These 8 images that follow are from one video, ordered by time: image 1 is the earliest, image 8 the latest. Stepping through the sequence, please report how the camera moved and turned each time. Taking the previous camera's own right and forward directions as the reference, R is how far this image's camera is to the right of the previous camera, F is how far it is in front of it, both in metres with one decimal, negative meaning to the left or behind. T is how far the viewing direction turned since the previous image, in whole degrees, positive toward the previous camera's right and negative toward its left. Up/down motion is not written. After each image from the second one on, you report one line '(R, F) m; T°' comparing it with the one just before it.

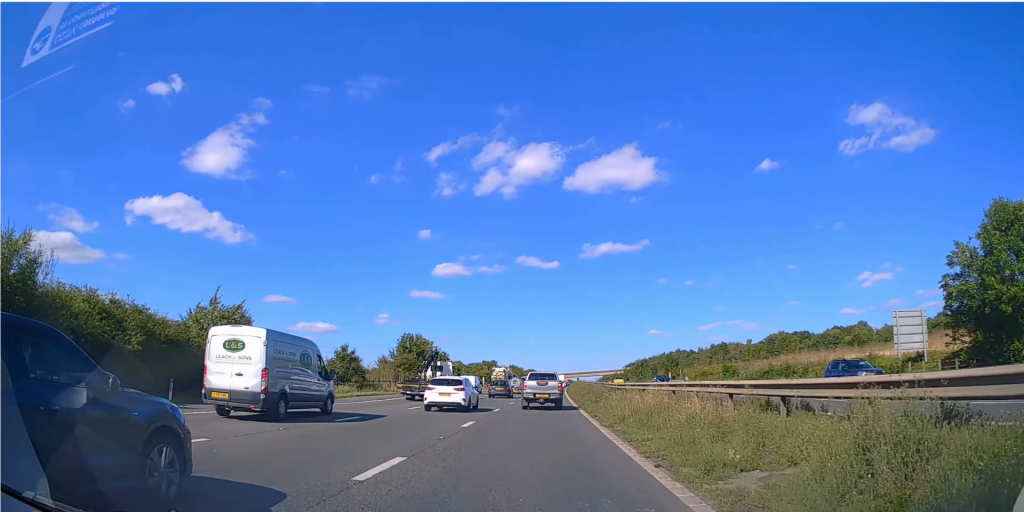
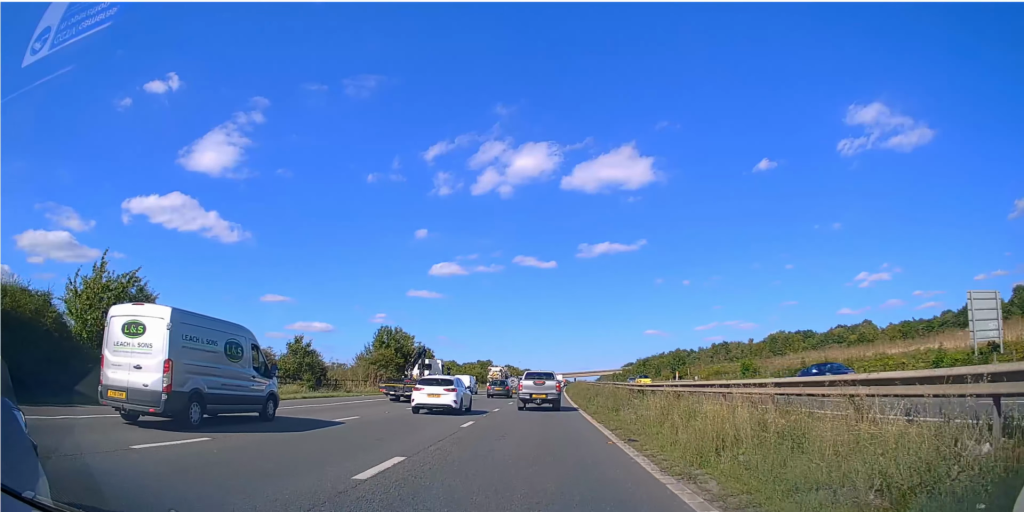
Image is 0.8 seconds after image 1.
(+0.1, +10.6) m; +1°
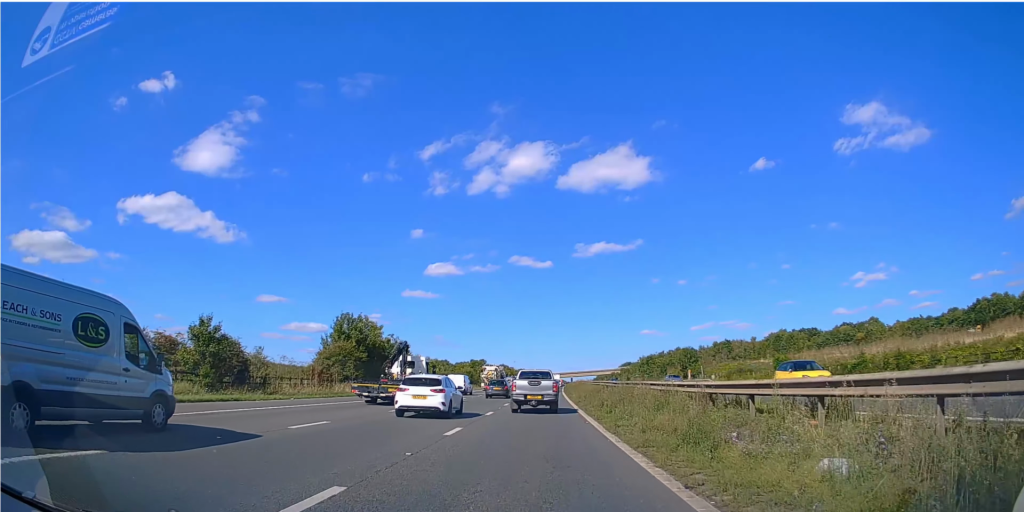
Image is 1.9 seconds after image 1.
(0.0, +13.8) m; 0°
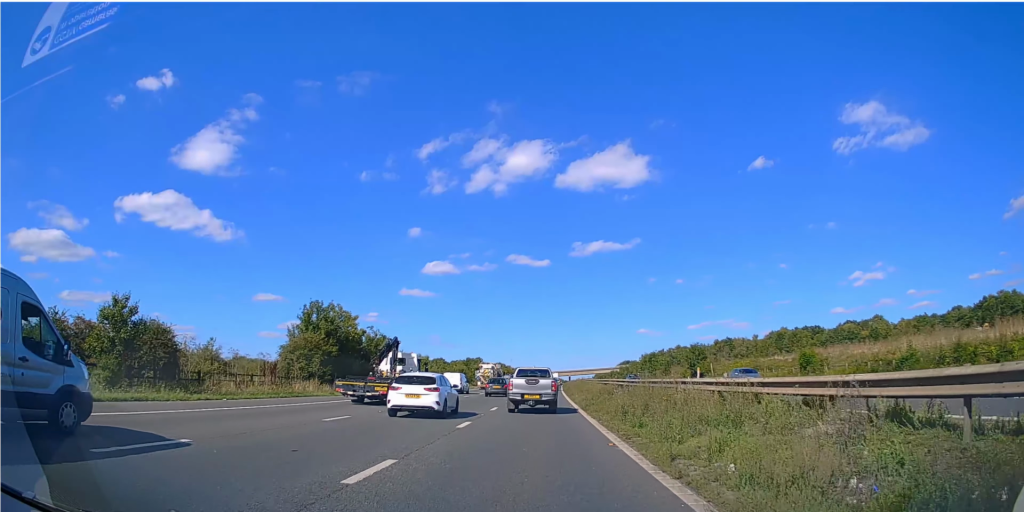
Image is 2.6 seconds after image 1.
(0.0, +8.1) m; 0°
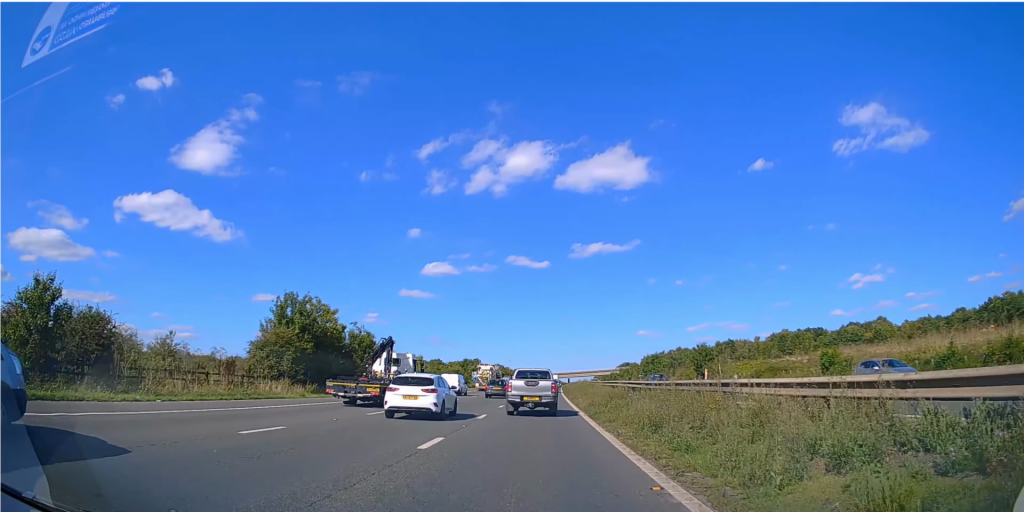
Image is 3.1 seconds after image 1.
(0.0, +5.6) m; 0°
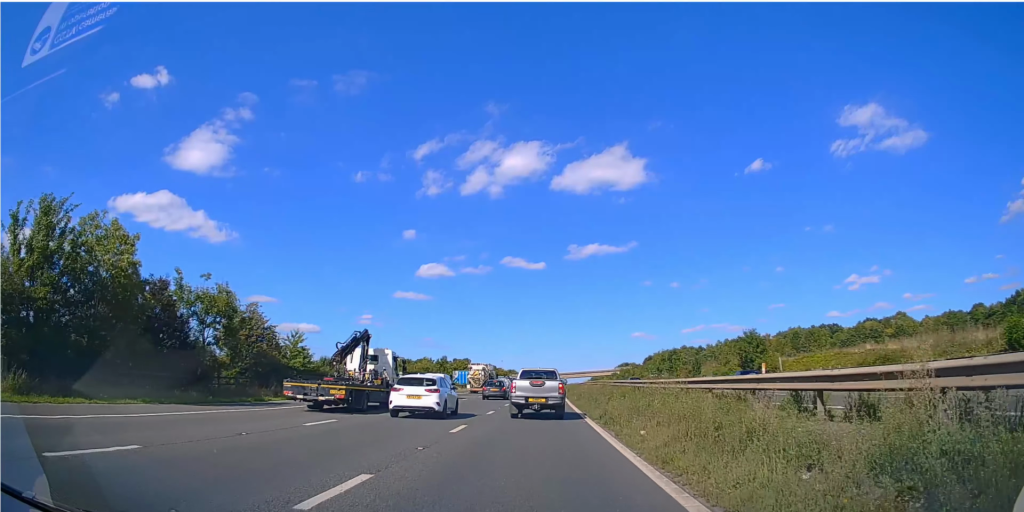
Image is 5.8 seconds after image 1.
(0.0, +25.2) m; 0°
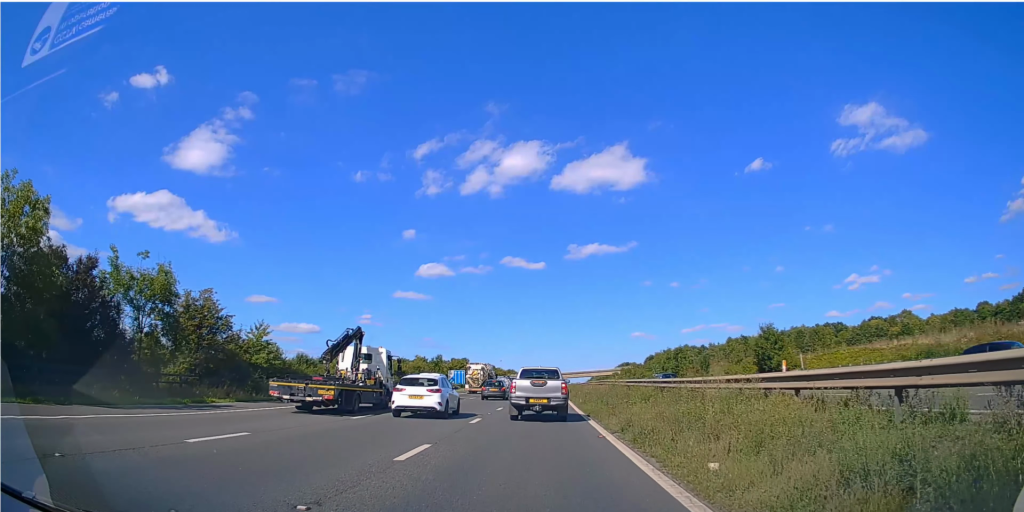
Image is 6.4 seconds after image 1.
(0.0, +5.7) m; 0°
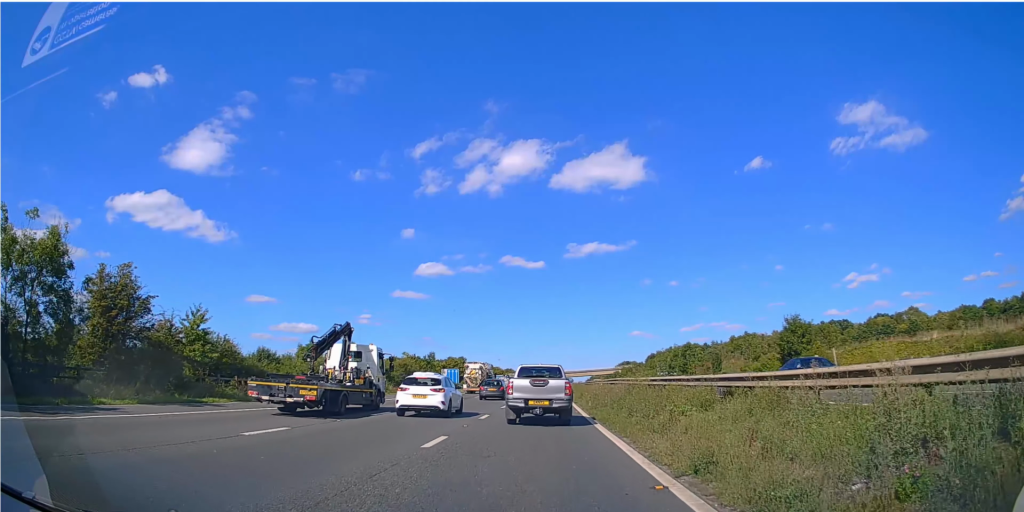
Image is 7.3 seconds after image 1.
(+0.1, +7.6) m; 0°
